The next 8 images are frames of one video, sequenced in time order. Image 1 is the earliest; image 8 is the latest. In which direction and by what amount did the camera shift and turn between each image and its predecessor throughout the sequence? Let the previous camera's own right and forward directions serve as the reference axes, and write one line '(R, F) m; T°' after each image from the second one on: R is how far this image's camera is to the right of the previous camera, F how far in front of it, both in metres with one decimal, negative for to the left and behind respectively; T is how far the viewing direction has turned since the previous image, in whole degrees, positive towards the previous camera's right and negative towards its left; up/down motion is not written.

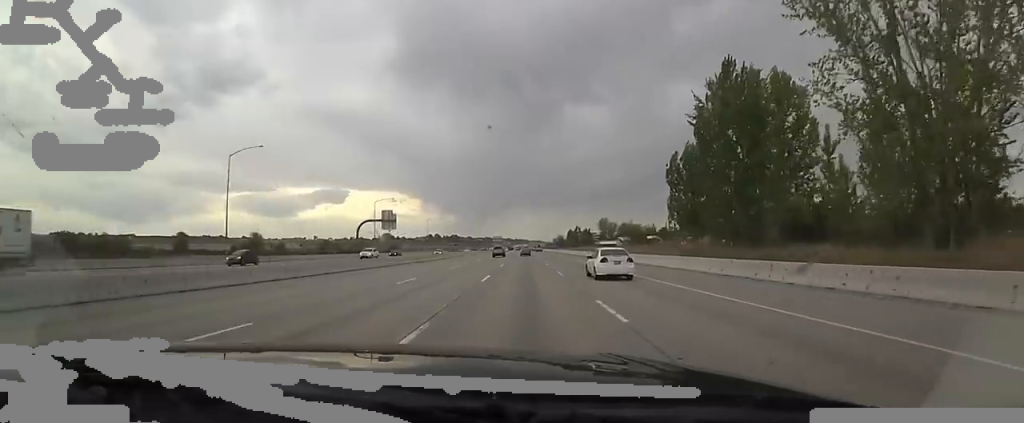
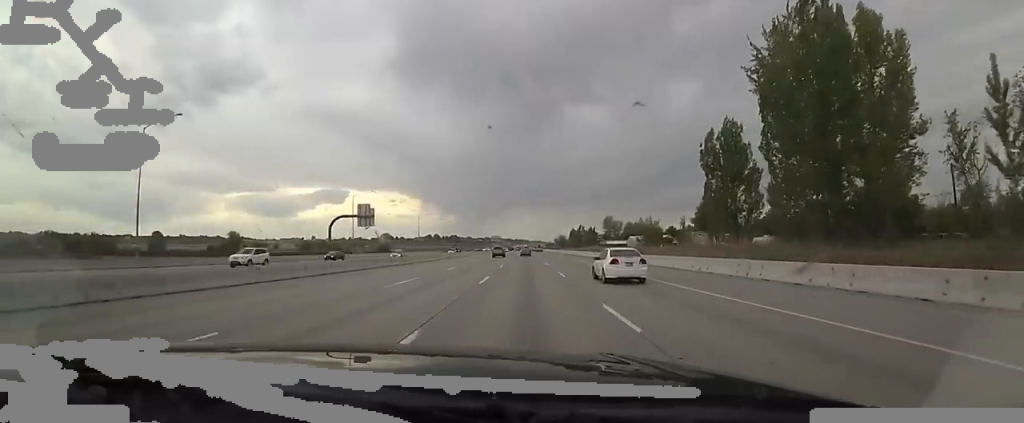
(0.0, +16.1) m; 0°
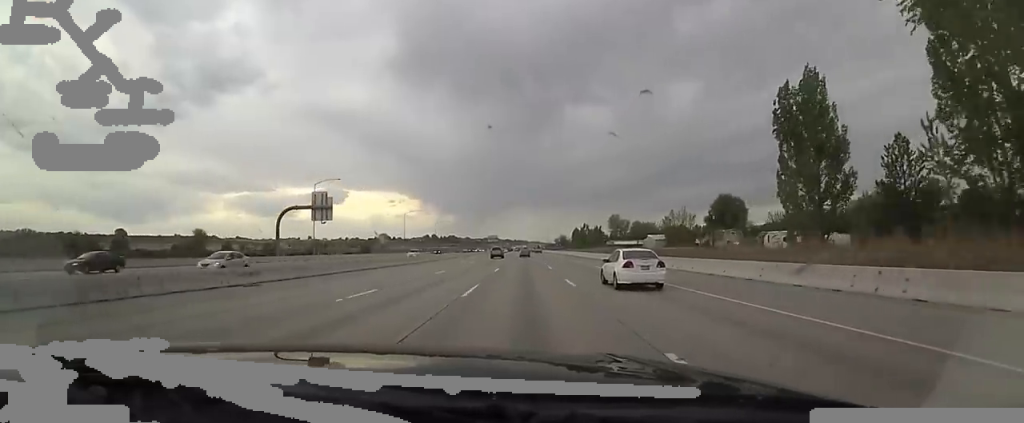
(0.0, +20.4) m; 0°
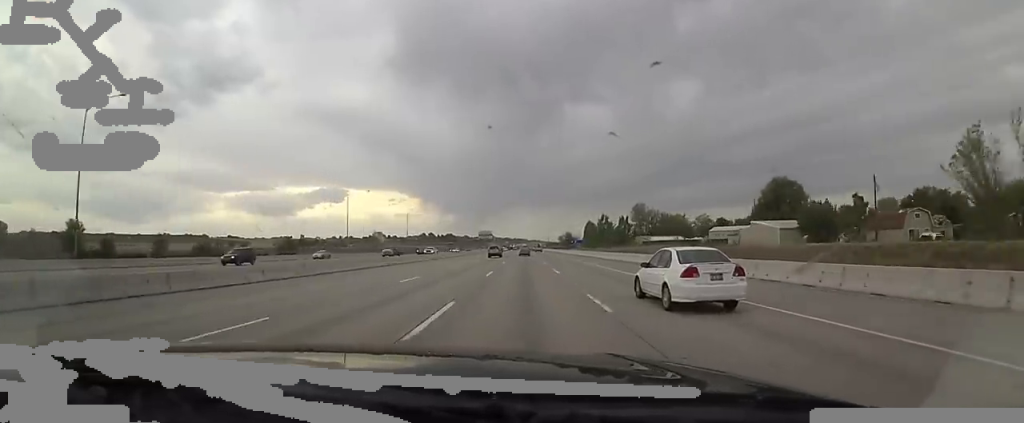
(0.0, +53.1) m; 0°
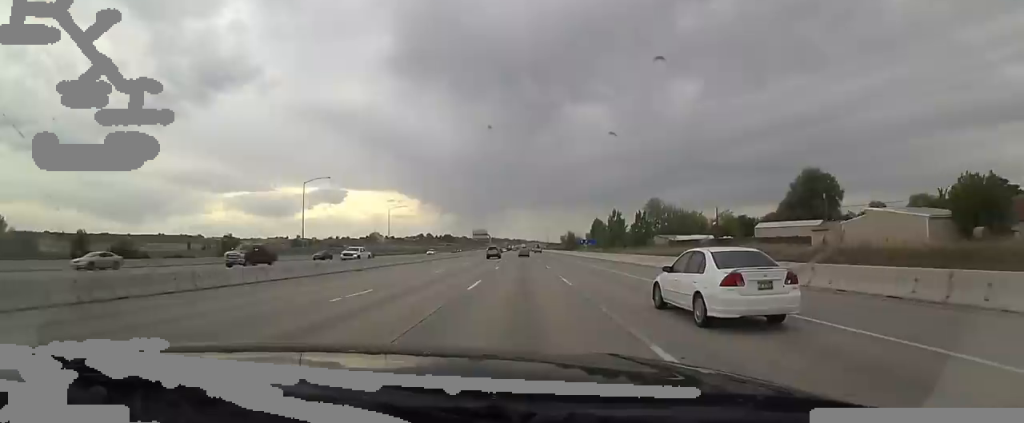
(0.0, +23.1) m; 0°
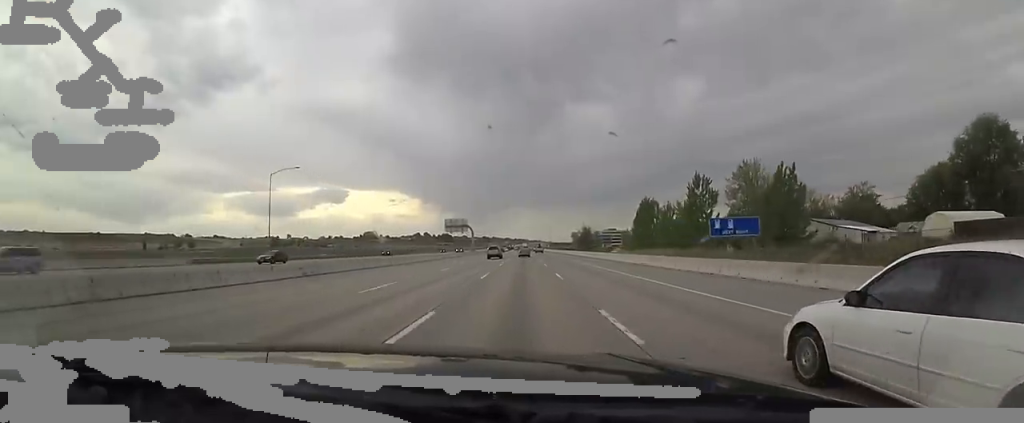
(0.0, +73.9) m; 0°
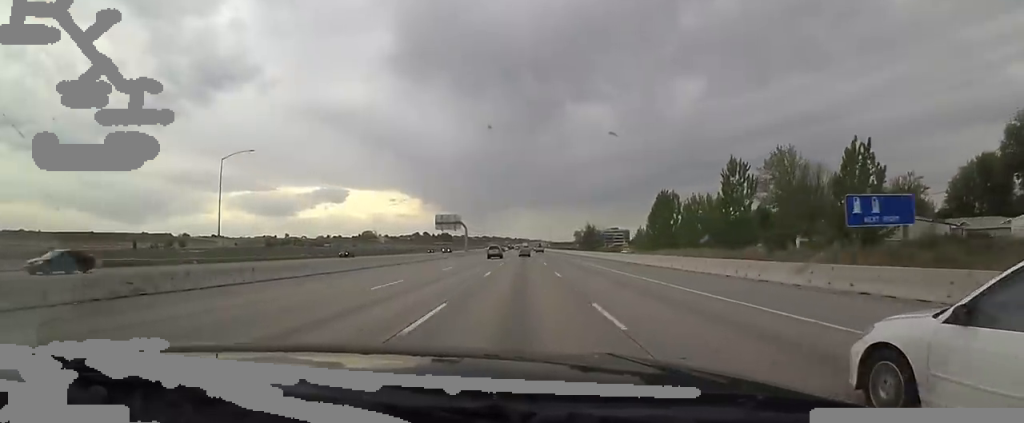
(0.0, +13.9) m; 0°
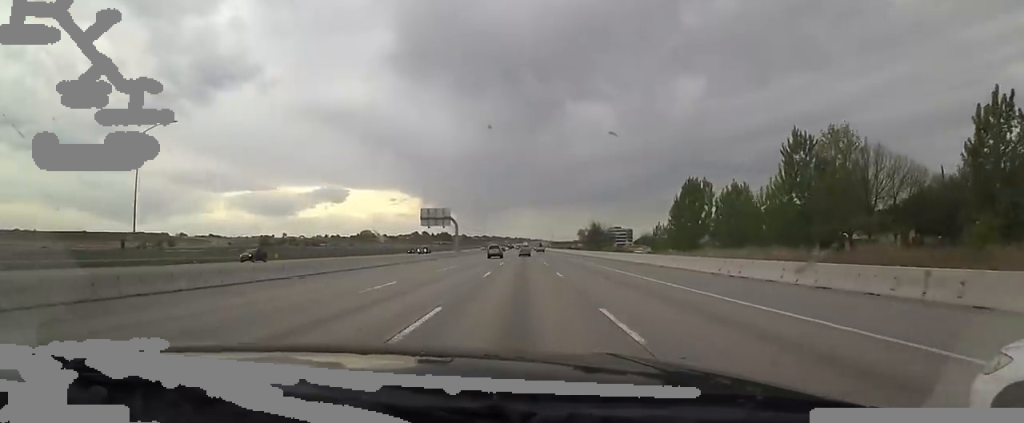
(0.0, +15.9) m; 0°
